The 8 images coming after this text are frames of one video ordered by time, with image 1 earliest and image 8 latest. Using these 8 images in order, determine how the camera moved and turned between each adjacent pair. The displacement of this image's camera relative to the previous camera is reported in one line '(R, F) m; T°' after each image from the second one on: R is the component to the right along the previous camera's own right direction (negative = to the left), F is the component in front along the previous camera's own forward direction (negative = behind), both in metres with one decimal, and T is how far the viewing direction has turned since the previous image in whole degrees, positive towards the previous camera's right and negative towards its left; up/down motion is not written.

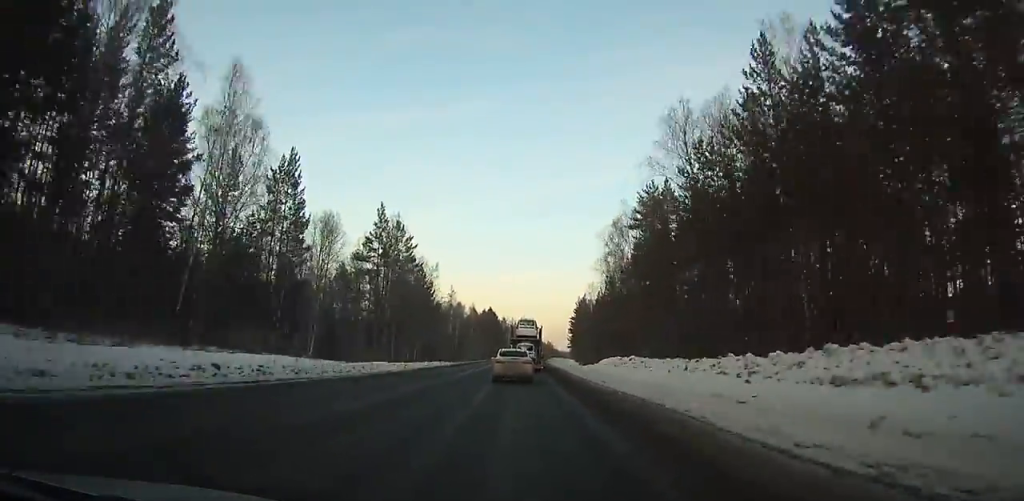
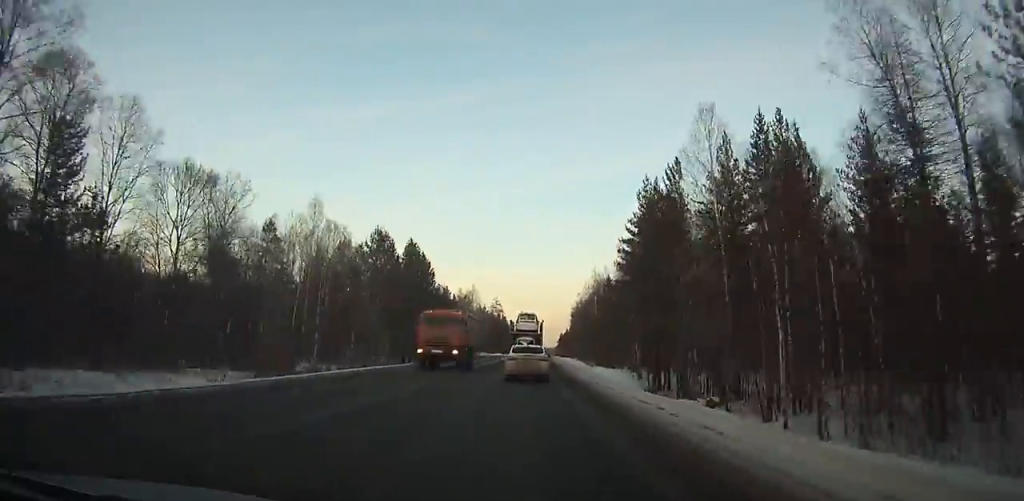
(+2.5, +107.5) m; +3°
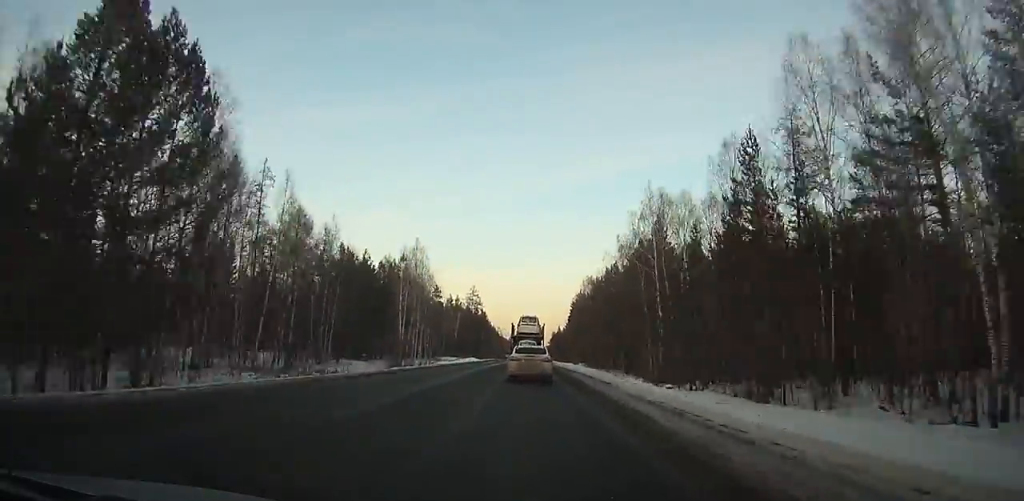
(+0.7, +62.5) m; +1°
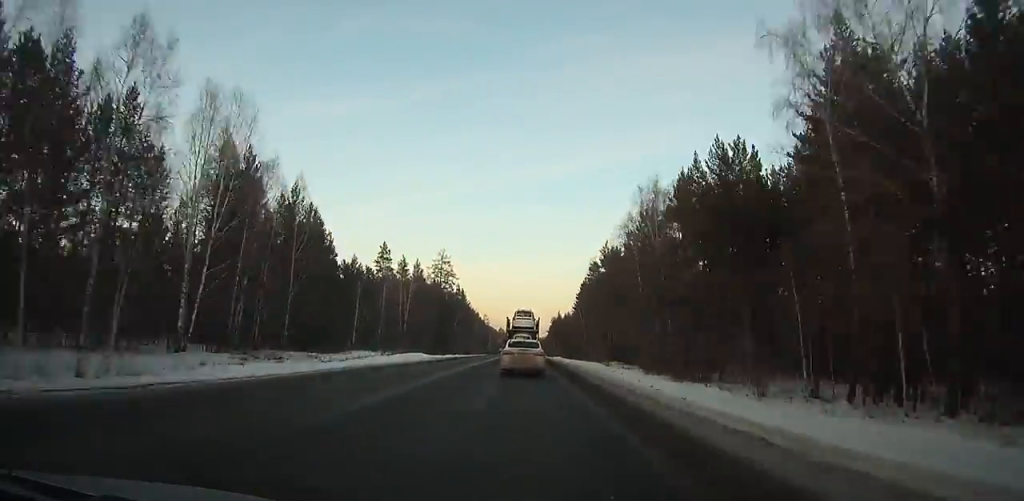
(+0.6, +70.7) m; +1°
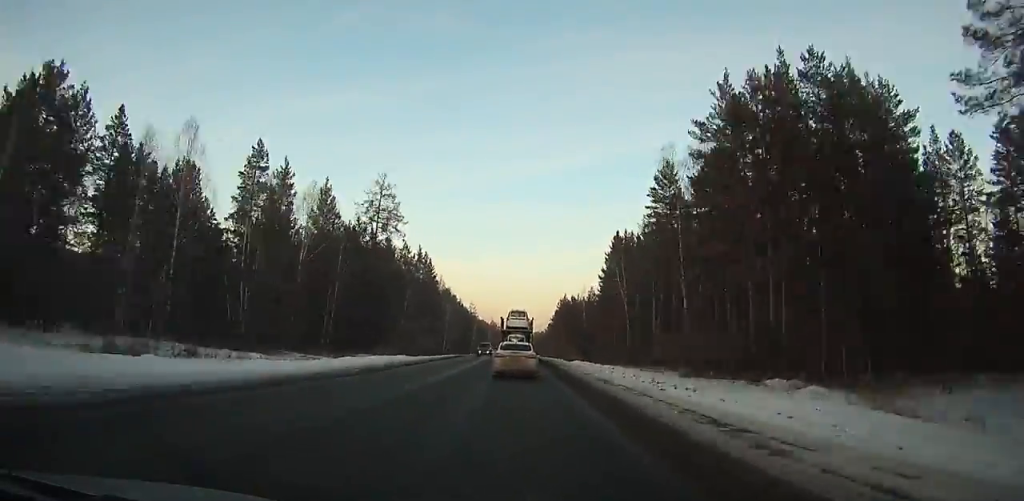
(+0.2, +69.8) m; 0°
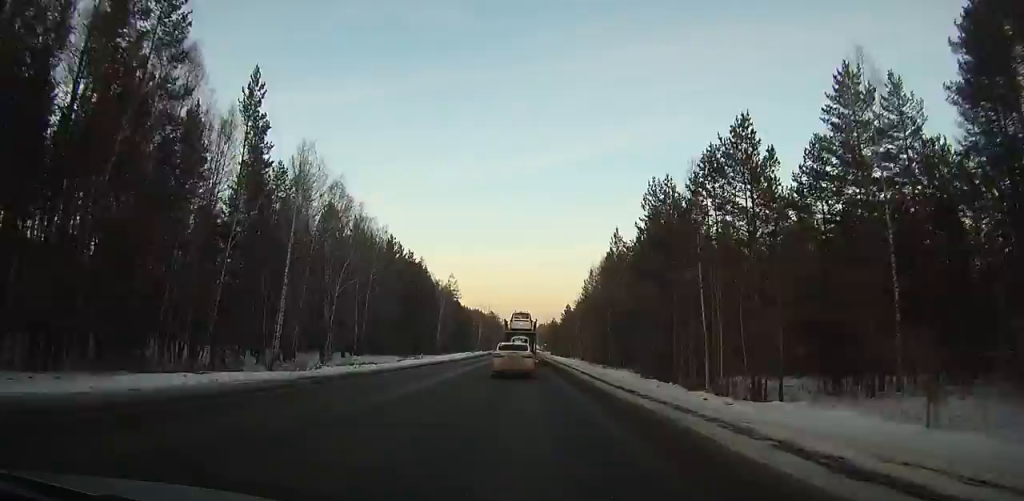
(-0.2, +106.9) m; 0°
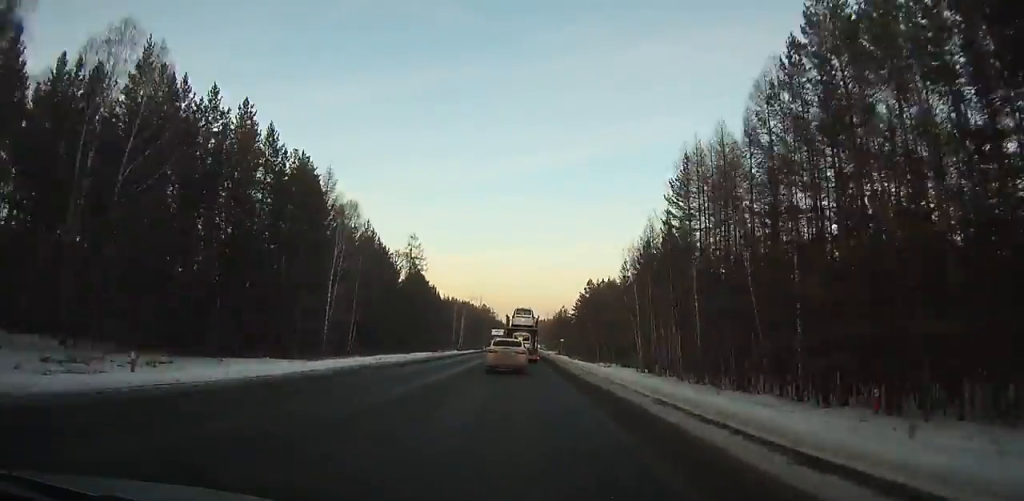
(+0.3, +74.3) m; 0°
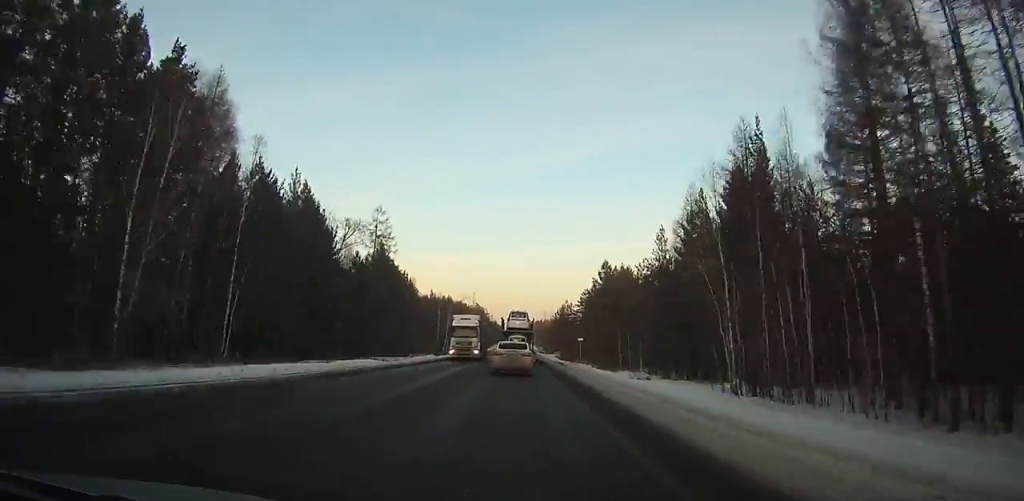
(0.0, +31.2) m; 0°
